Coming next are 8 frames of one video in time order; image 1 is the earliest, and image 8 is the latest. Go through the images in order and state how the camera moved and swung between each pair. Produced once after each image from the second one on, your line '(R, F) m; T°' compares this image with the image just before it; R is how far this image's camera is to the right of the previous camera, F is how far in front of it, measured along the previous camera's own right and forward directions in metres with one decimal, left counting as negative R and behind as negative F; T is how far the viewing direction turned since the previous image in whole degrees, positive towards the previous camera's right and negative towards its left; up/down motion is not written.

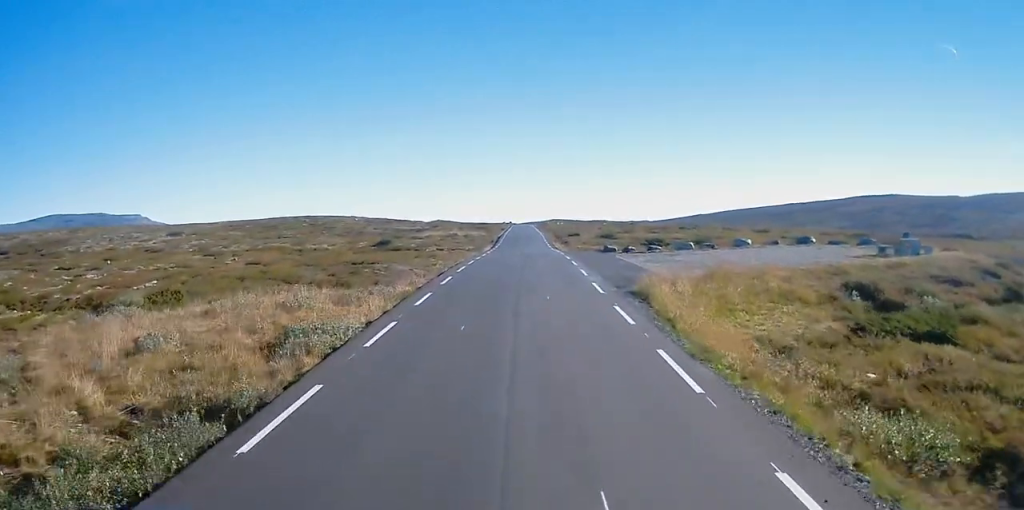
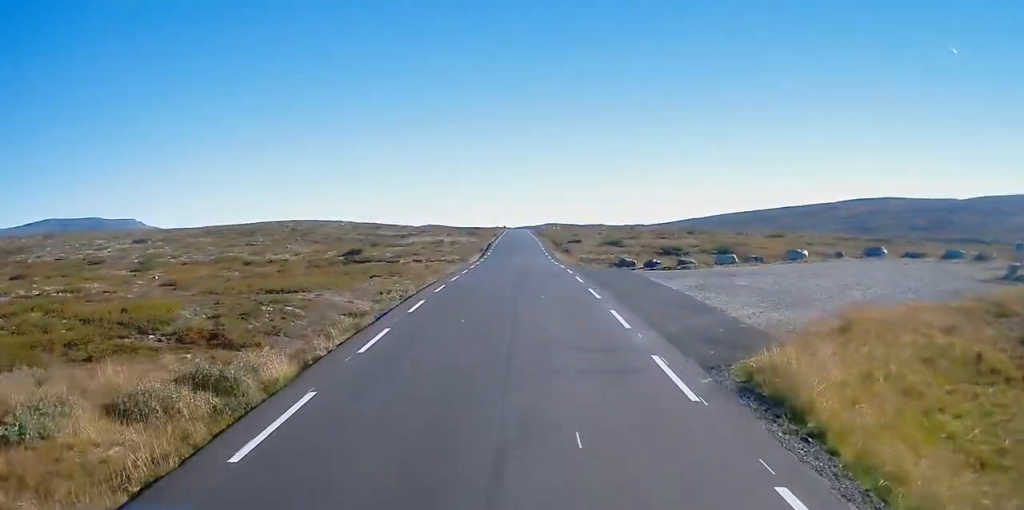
(0.0, +12.3) m; 0°
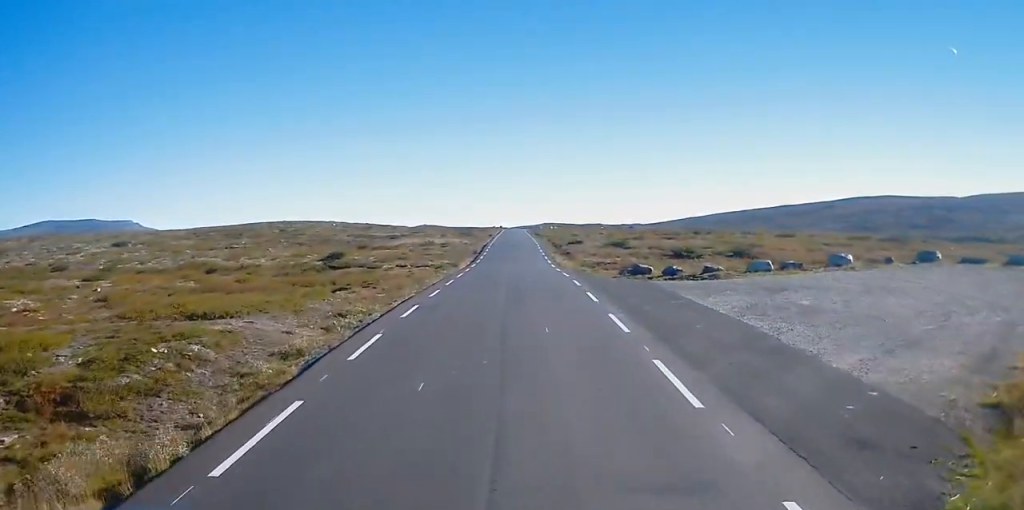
(-0.1, +6.5) m; 0°
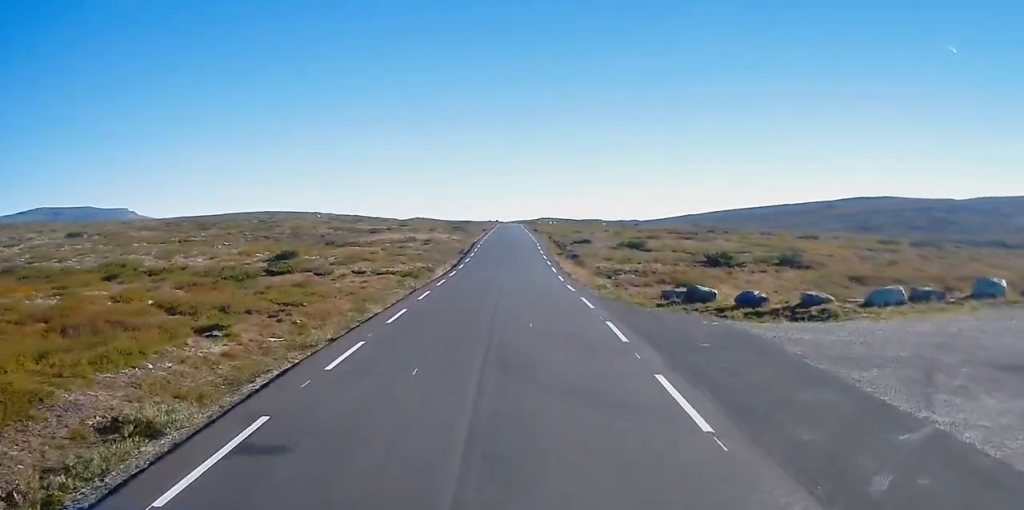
(+0.2, +13.0) m; 0°
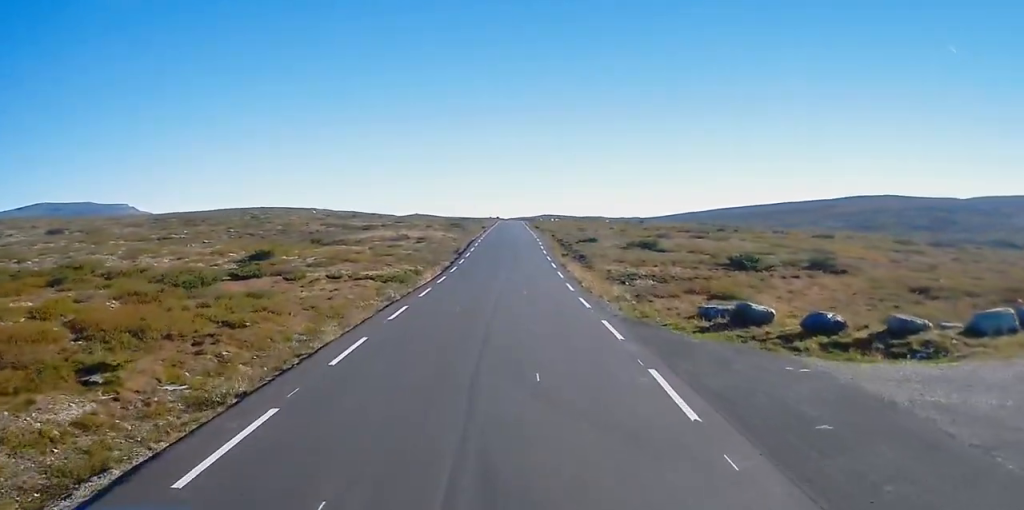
(-0.1, +5.6) m; 0°
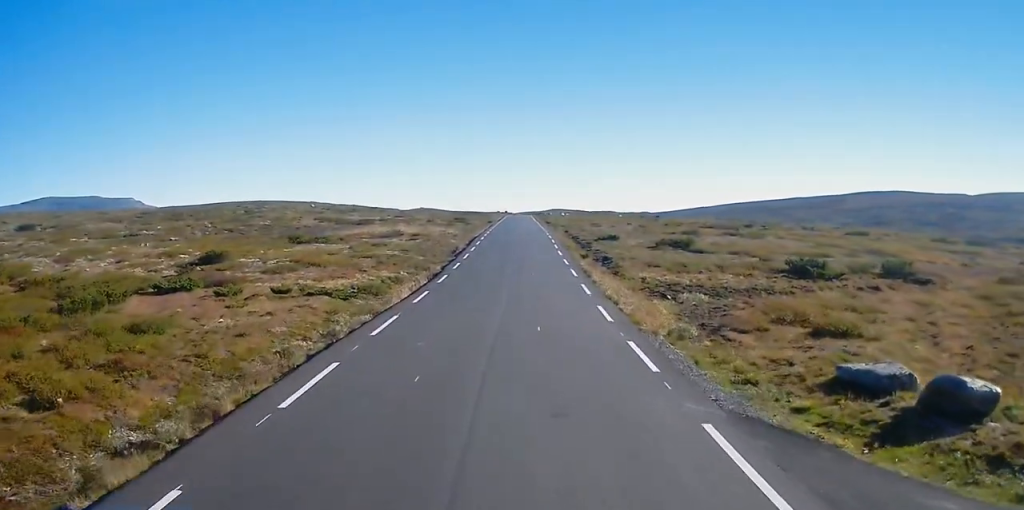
(0.0, +9.1) m; 0°
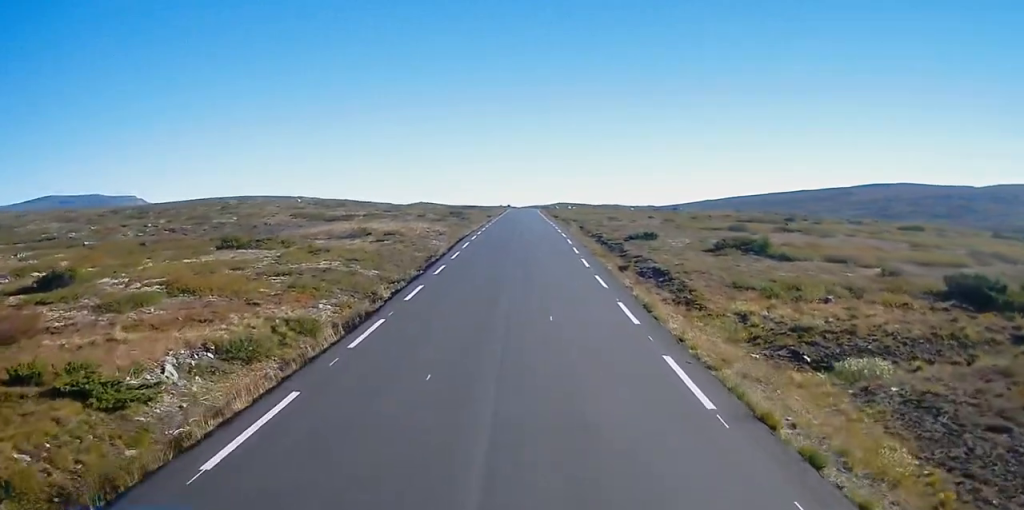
(0.0, +14.7) m; -1°
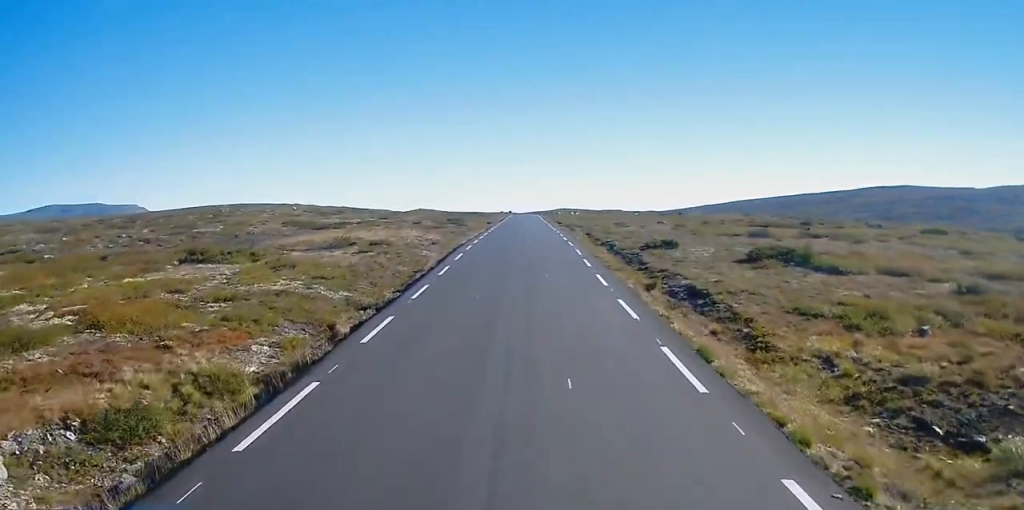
(0.0, +5.3) m; 0°
